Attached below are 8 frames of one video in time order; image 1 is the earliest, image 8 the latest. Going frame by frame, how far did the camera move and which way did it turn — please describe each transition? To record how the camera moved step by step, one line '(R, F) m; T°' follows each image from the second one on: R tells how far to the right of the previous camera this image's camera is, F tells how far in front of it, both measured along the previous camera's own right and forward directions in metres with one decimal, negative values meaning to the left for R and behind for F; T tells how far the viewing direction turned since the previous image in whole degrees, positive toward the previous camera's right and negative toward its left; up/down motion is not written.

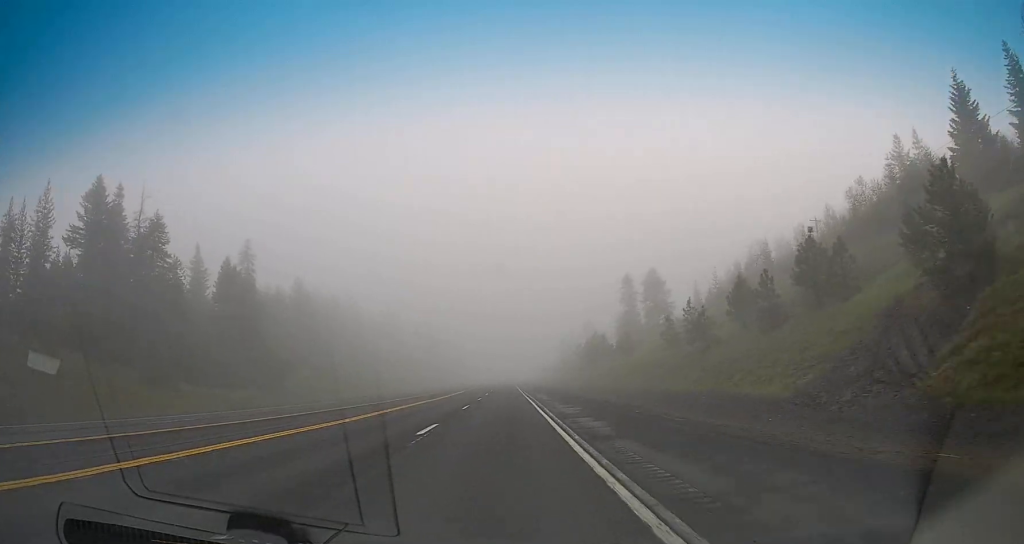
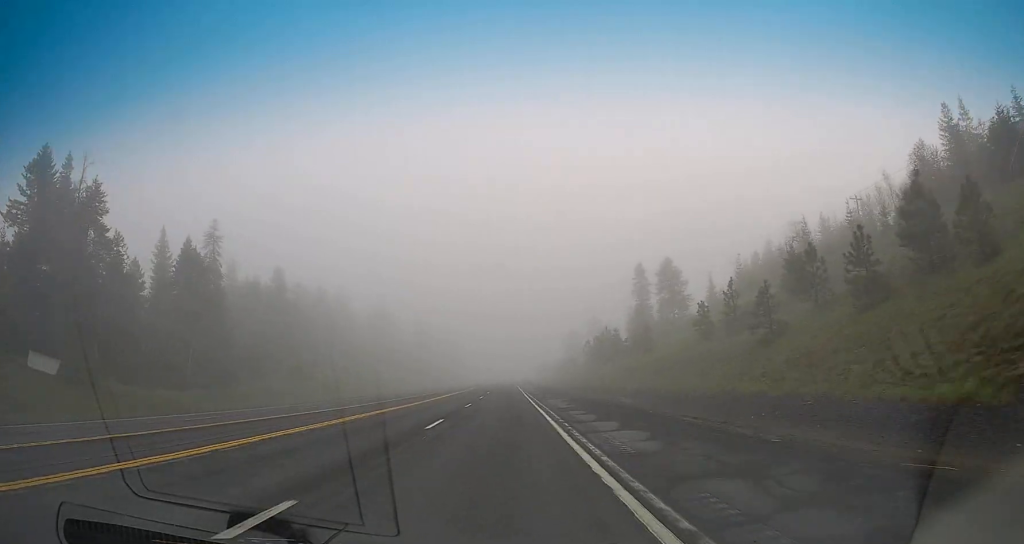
(-0.1, +13.6) m; 0°
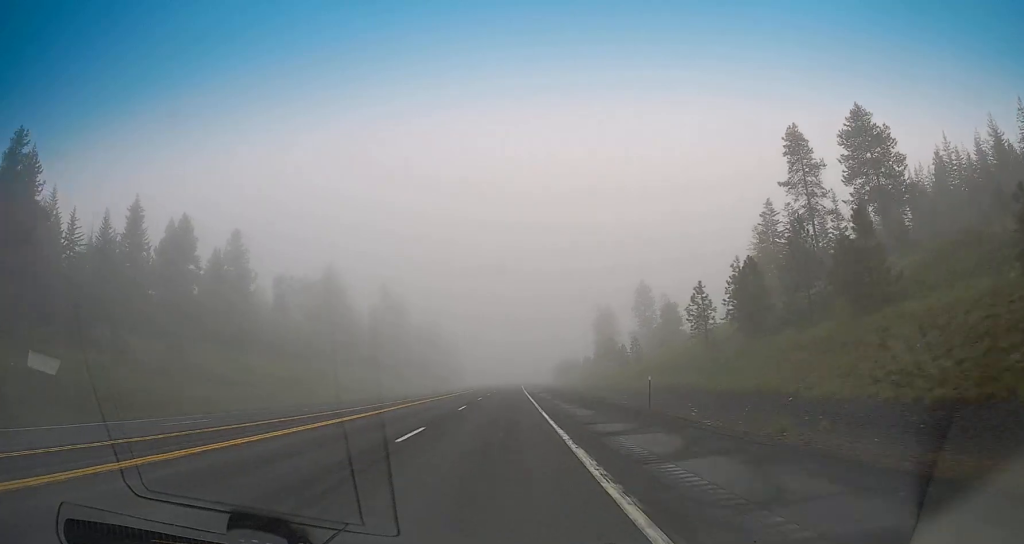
(-0.4, +81.7) m; 0°
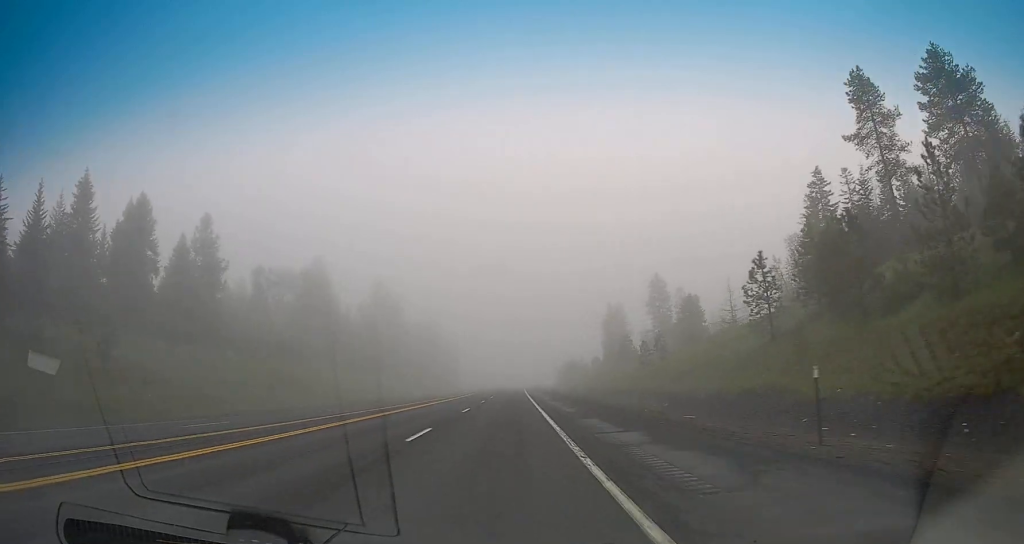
(+0.1, +14.5) m; 0°
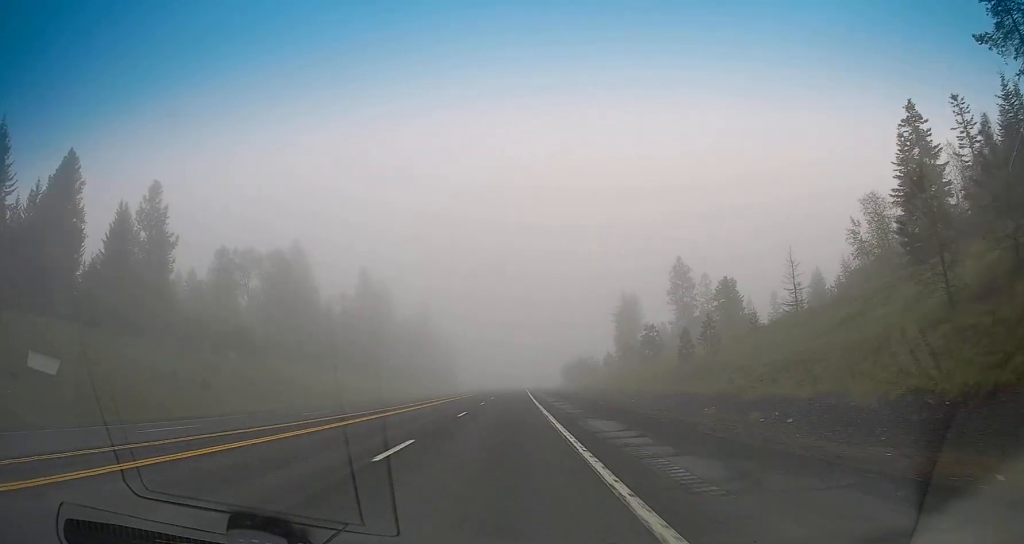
(0.0, +19.4) m; 0°
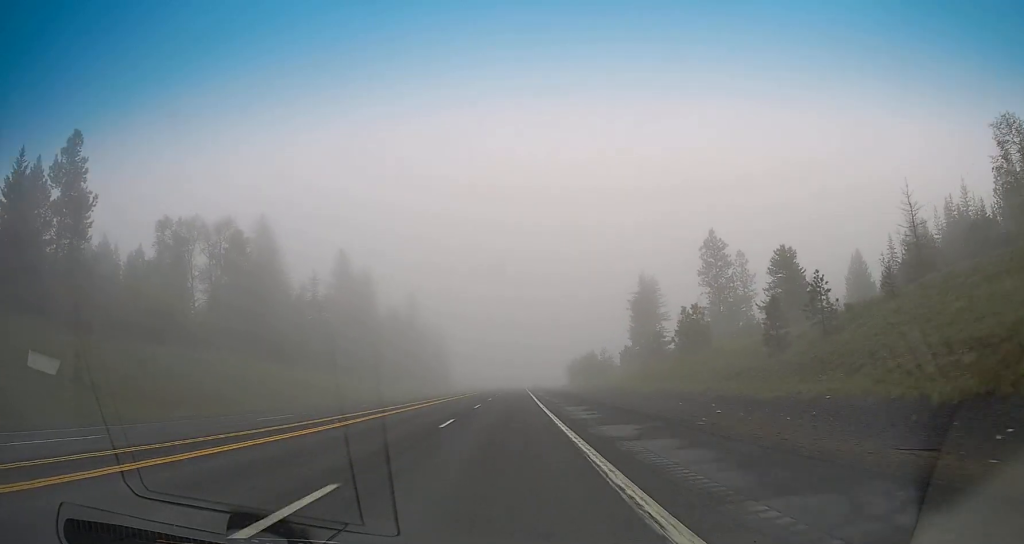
(-0.1, +22.3) m; -1°
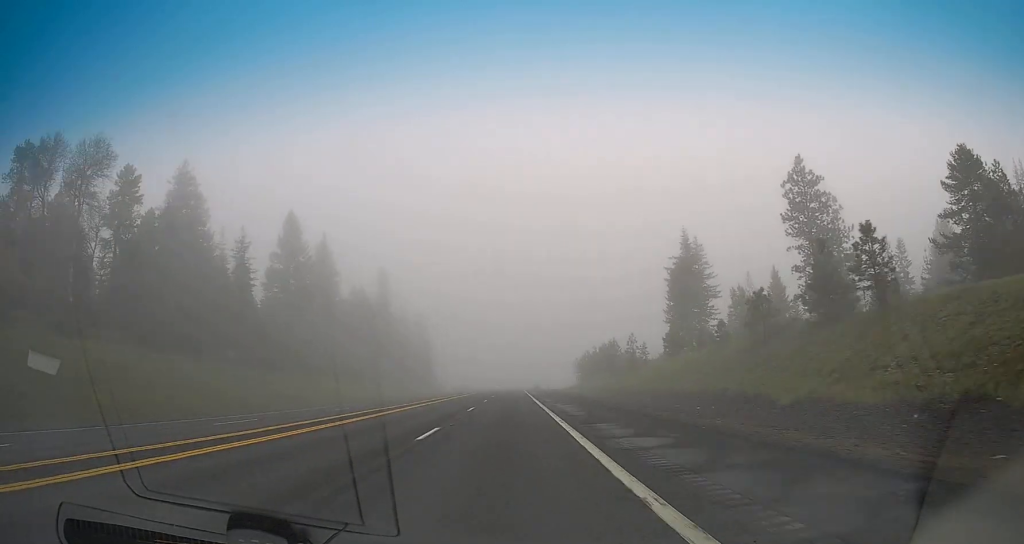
(-0.3, +35.8) m; 0°
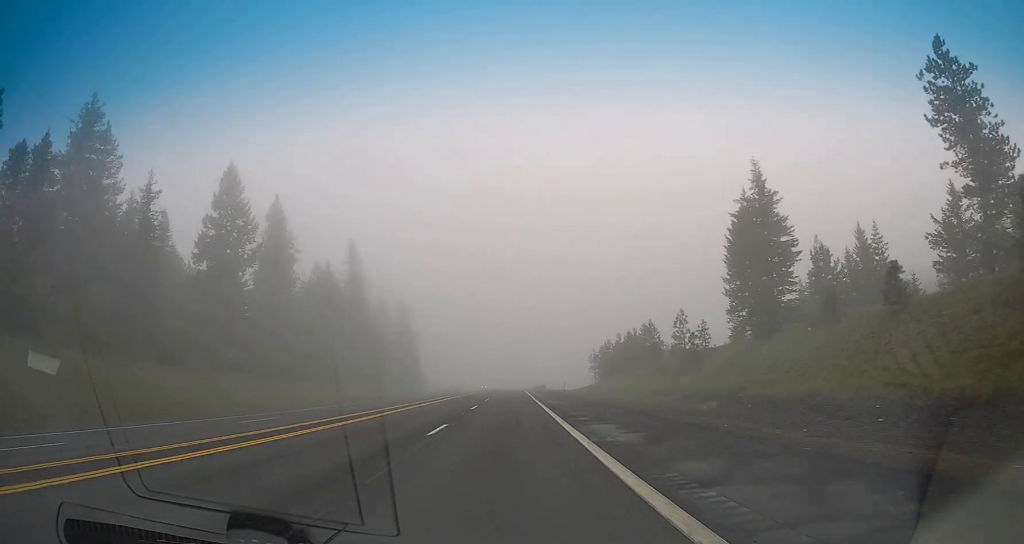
(+0.3, +29.0) m; +1°
